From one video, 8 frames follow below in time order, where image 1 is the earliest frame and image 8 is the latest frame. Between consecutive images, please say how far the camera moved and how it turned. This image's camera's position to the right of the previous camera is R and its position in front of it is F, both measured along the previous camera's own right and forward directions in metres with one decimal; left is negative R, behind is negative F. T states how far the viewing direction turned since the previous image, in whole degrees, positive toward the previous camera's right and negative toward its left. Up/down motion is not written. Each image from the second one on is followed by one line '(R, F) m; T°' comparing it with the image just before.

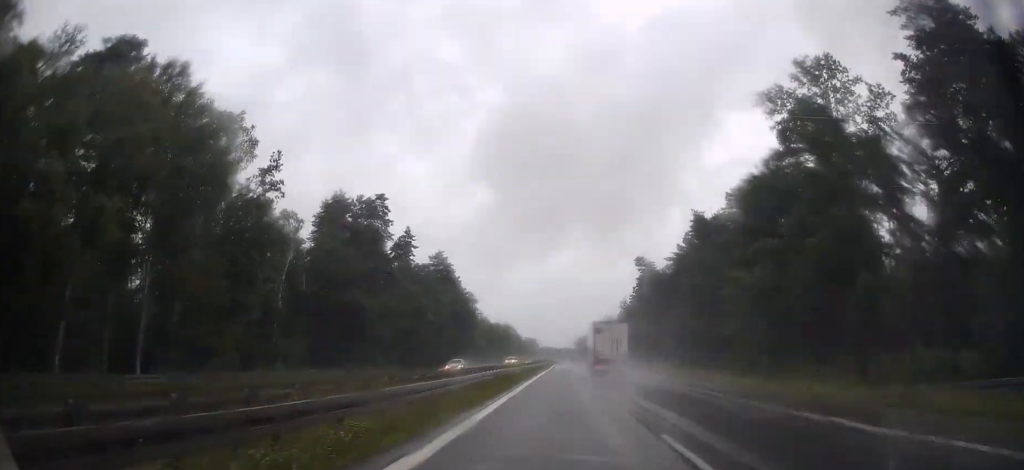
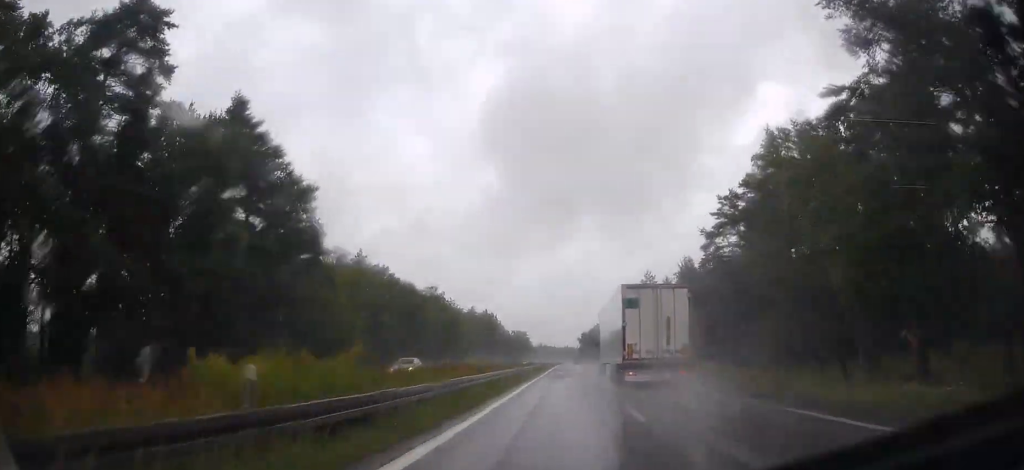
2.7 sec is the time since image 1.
(-0.5, +89.3) m; 0°
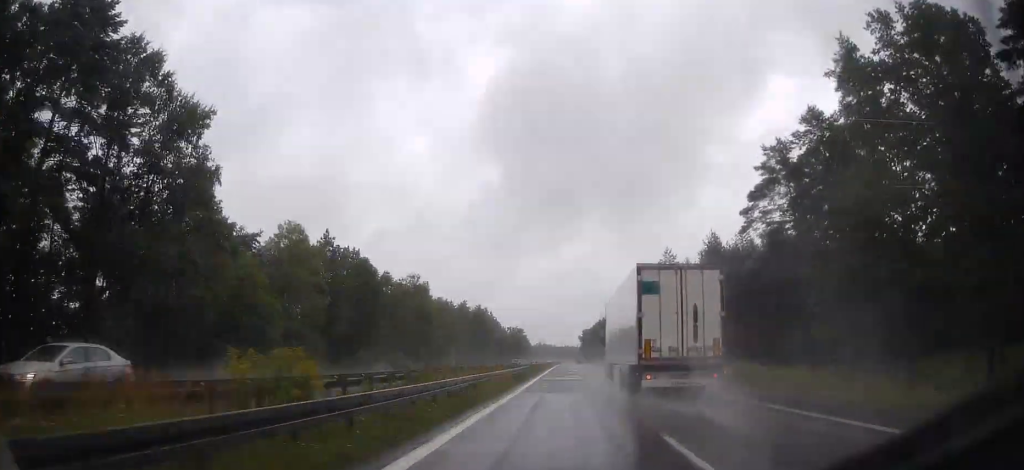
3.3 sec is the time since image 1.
(0.0, +18.8) m; 0°
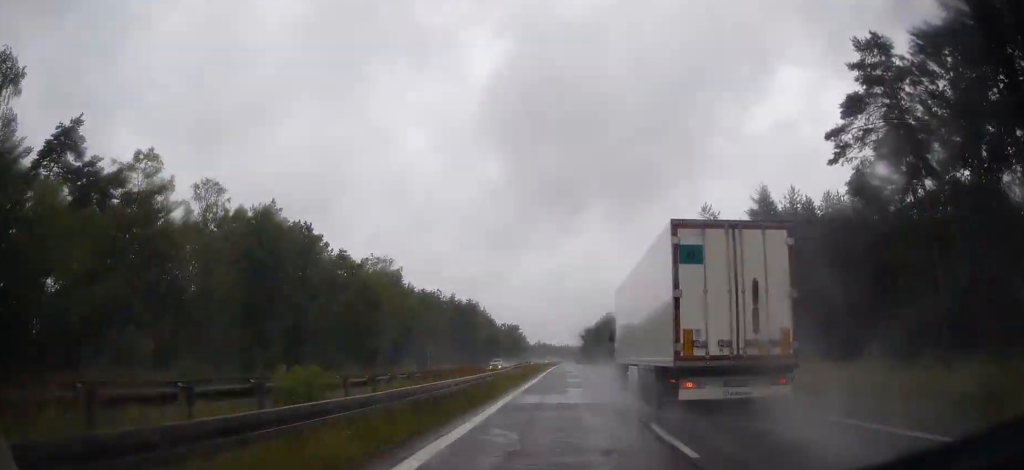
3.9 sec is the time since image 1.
(0.0, +22.2) m; 0°
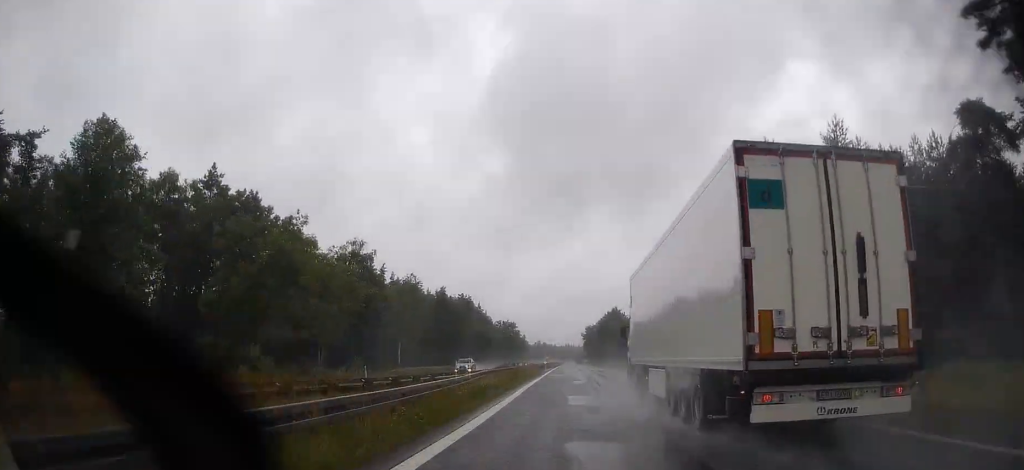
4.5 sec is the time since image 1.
(0.0, +17.7) m; 0°
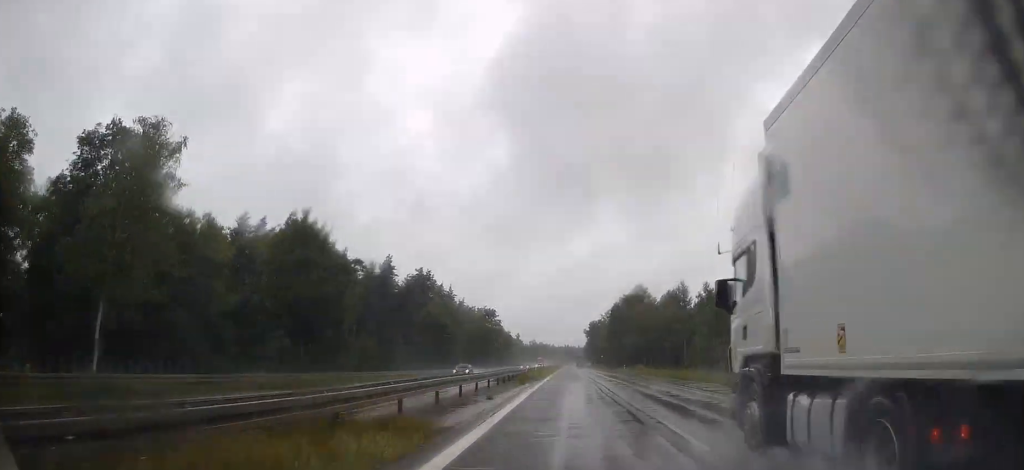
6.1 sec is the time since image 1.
(+0.1, +54.4) m; 0°
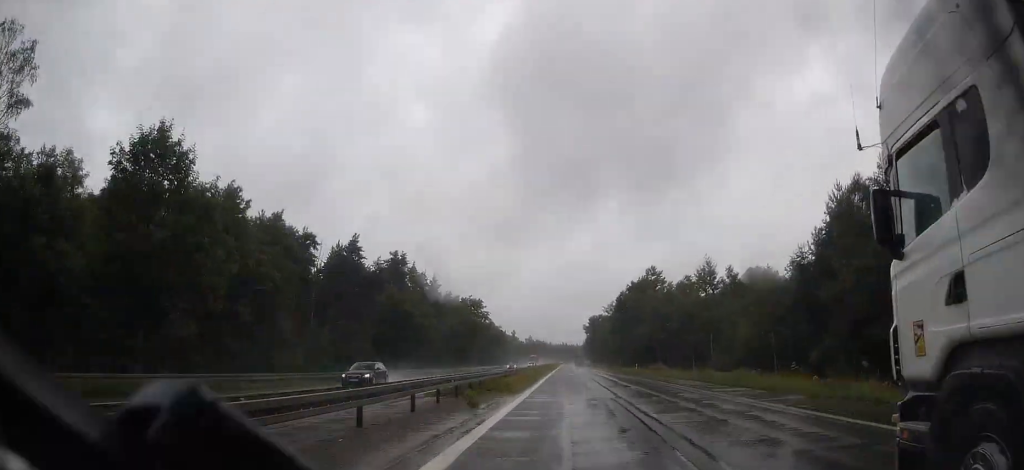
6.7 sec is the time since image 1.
(+0.1, +18.9) m; 0°
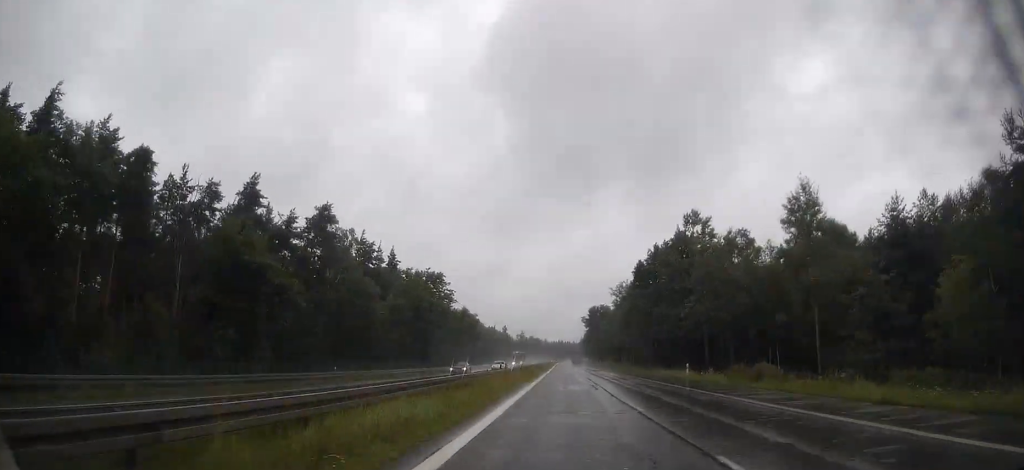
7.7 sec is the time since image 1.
(0.0, +34.5) m; 0°
